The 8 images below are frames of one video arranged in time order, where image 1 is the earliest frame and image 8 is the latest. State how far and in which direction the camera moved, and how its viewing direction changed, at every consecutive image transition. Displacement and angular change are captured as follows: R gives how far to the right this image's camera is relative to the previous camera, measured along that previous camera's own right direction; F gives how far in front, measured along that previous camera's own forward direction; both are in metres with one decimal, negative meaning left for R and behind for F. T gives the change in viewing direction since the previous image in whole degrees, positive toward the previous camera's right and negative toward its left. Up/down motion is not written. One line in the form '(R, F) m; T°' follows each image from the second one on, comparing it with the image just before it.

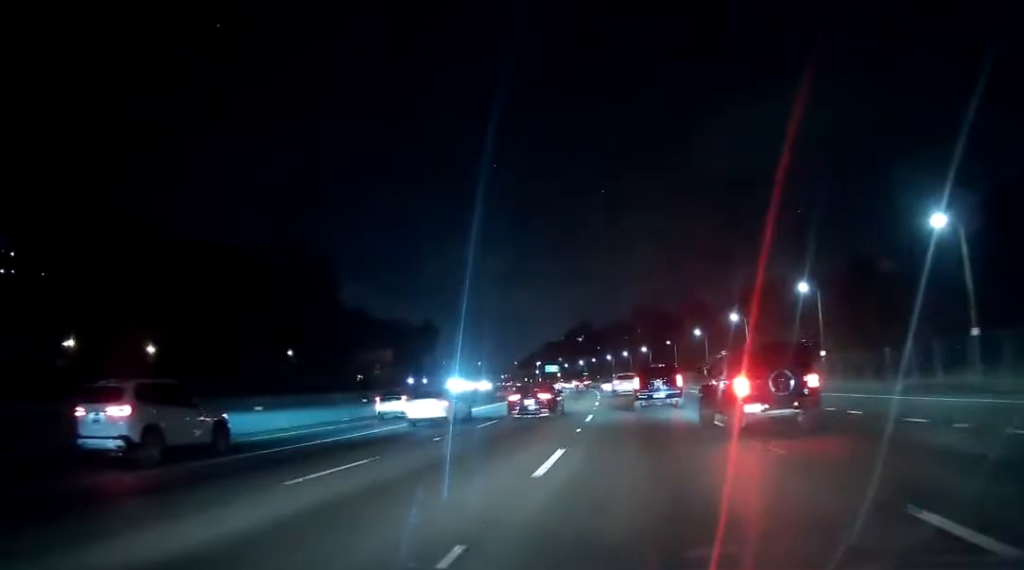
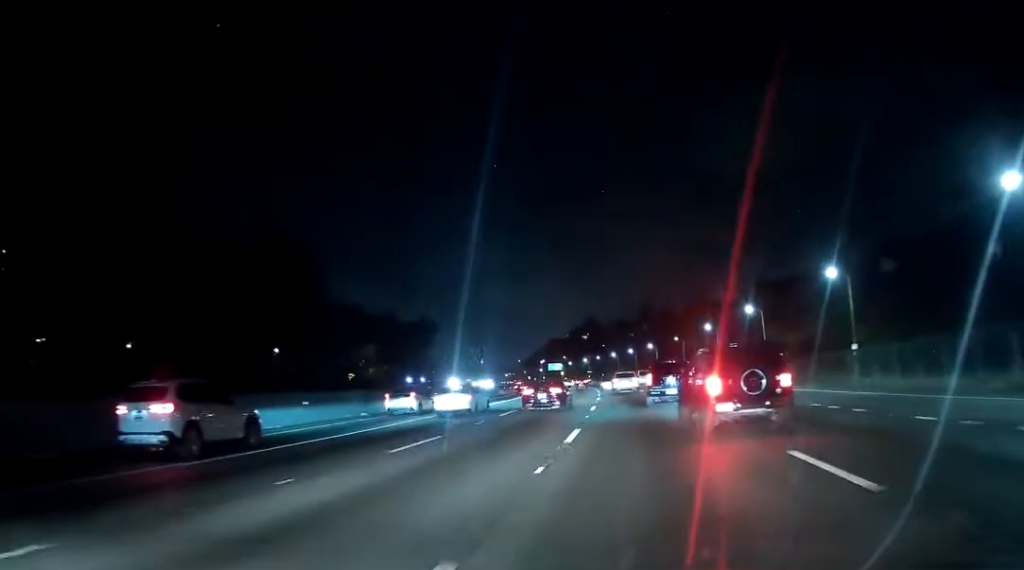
(-0.1, +9.1) m; 0°
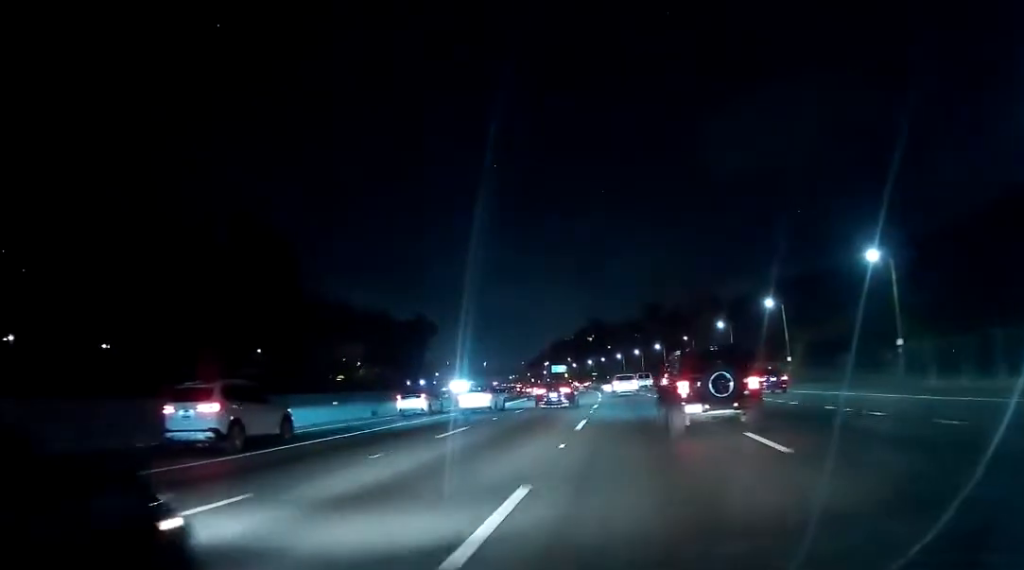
(-0.1, +11.1) m; 0°
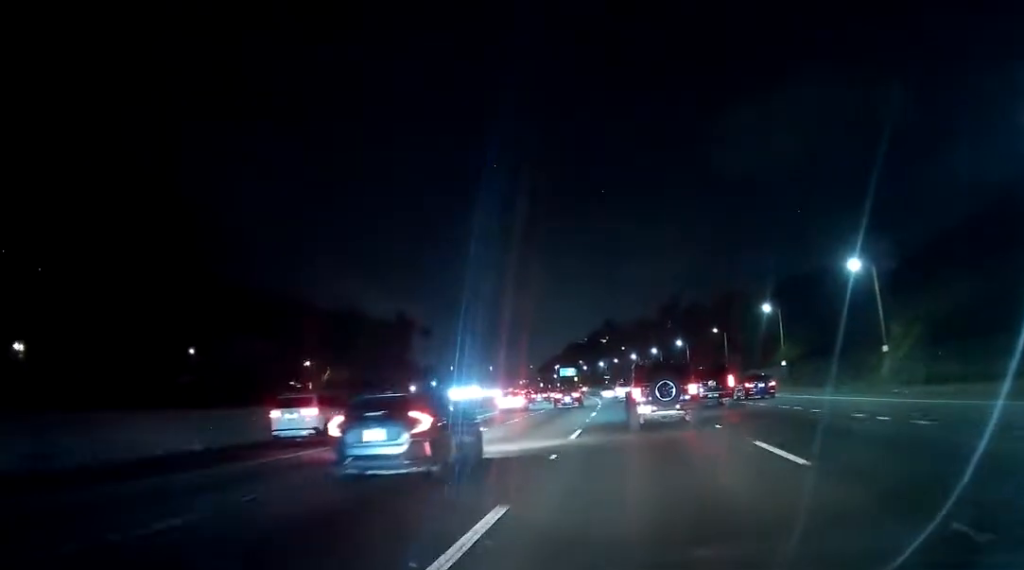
(-0.2, +30.8) m; -3°
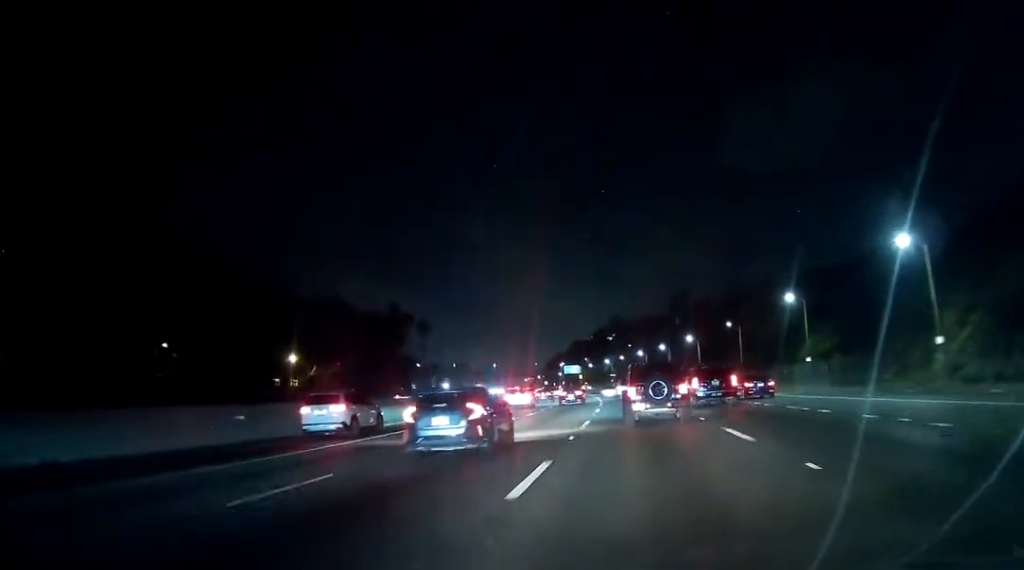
(-0.2, +10.5) m; -1°
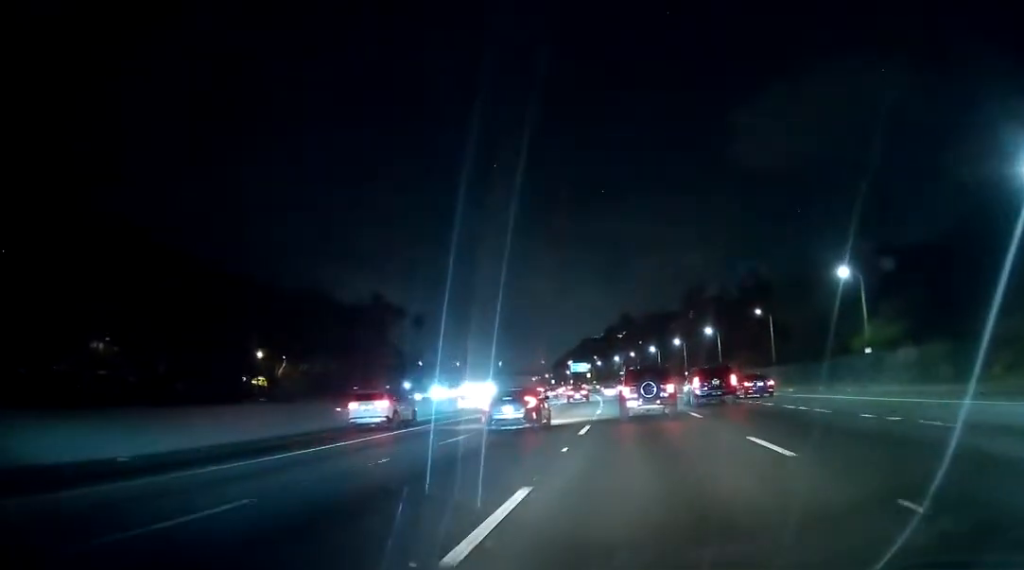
(-0.1, +17.5) m; 0°
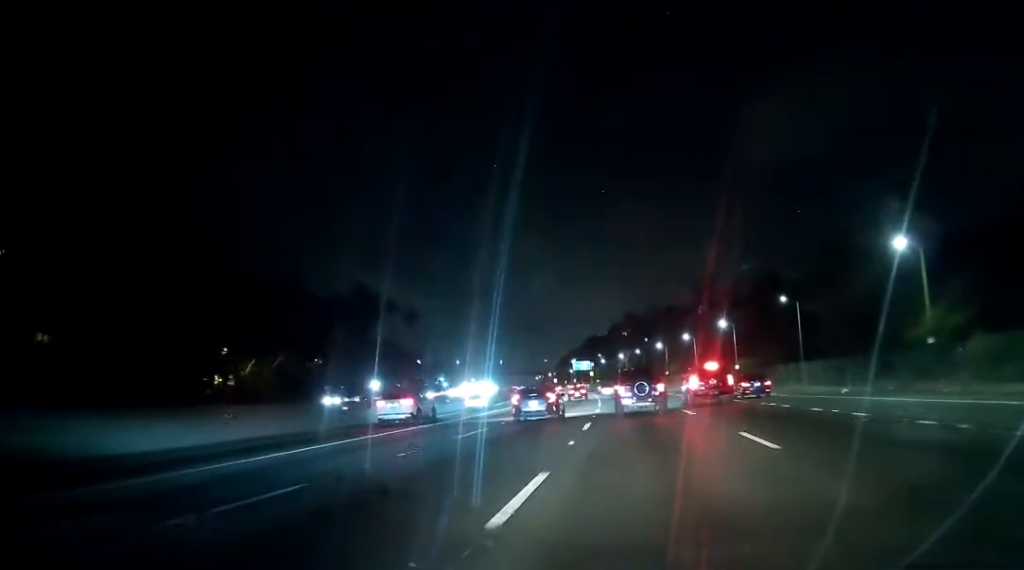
(0.0, +13.6) m; 0°
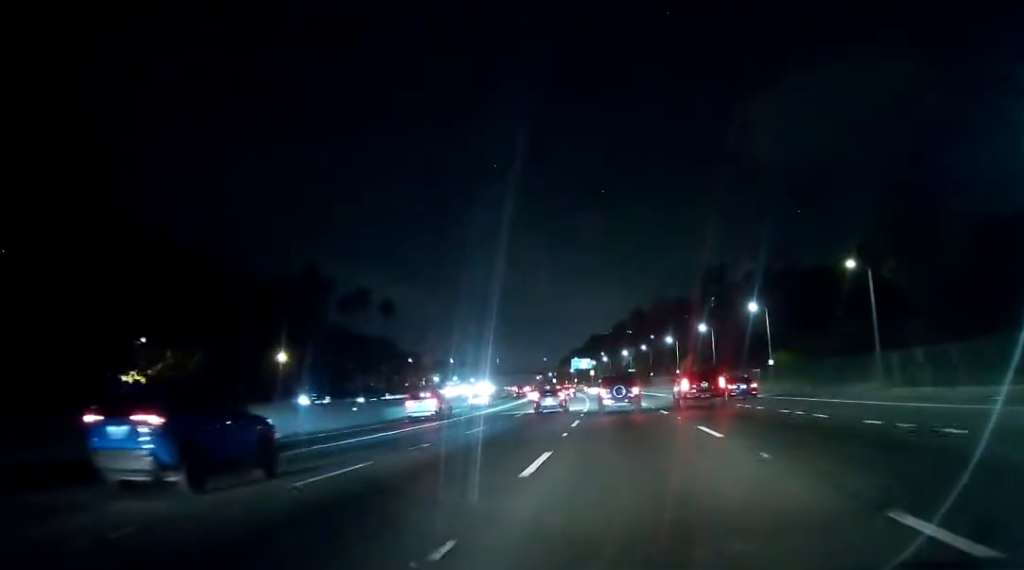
(-0.2, +25.3) m; -2°
